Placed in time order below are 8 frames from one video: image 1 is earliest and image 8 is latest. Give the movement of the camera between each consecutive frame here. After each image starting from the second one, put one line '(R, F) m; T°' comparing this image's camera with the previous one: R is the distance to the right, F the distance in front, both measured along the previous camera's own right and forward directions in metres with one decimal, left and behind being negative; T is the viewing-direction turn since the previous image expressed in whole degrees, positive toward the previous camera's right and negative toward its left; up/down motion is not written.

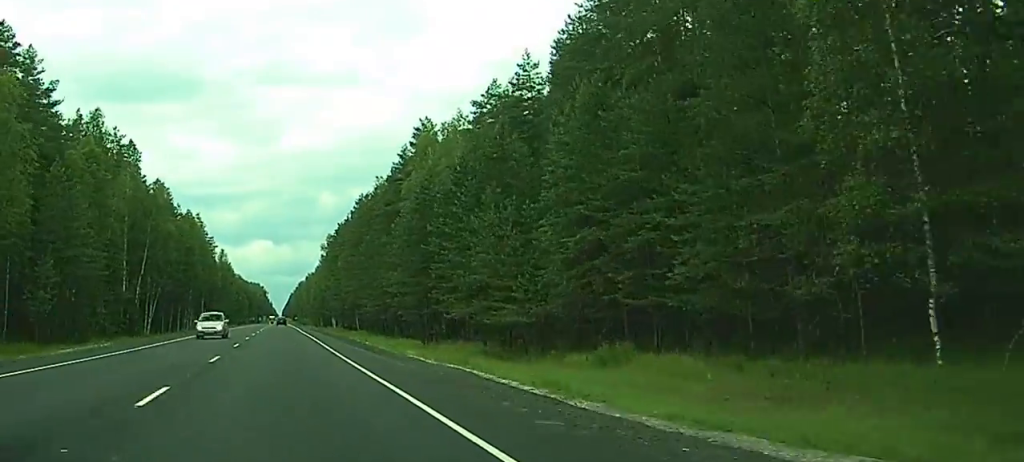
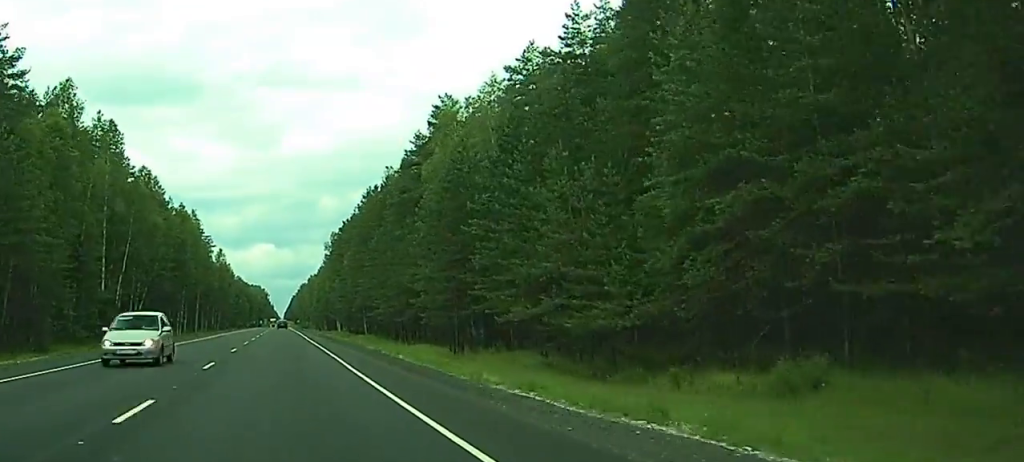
(0.0, +13.3) m; 0°
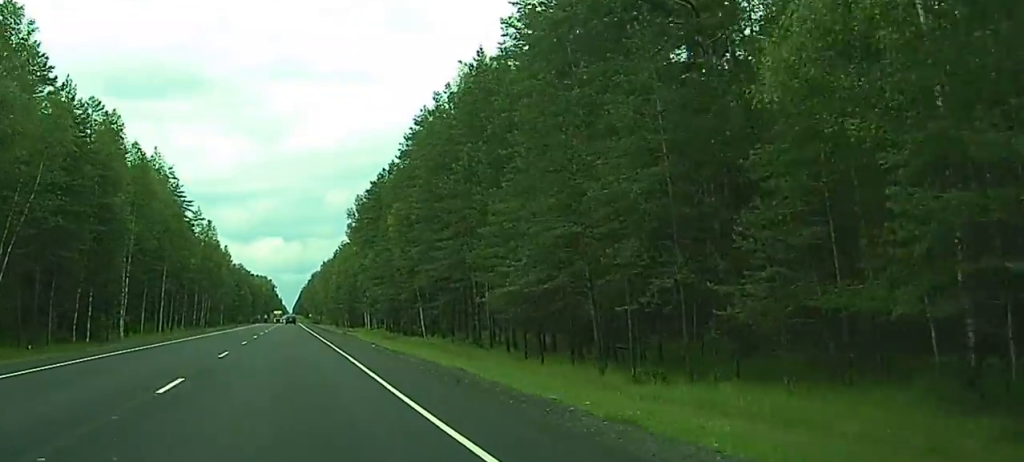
(+0.3, +57.0) m; 0°
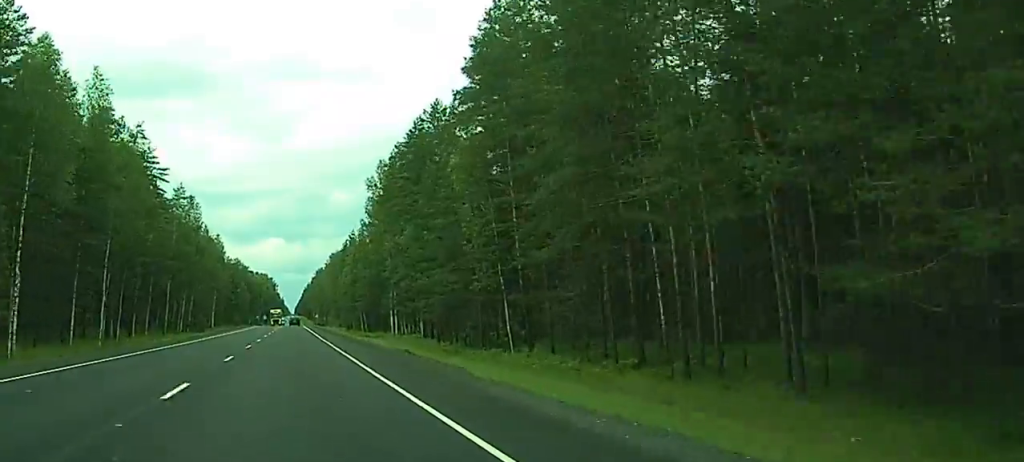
(0.0, +37.0) m; 0°
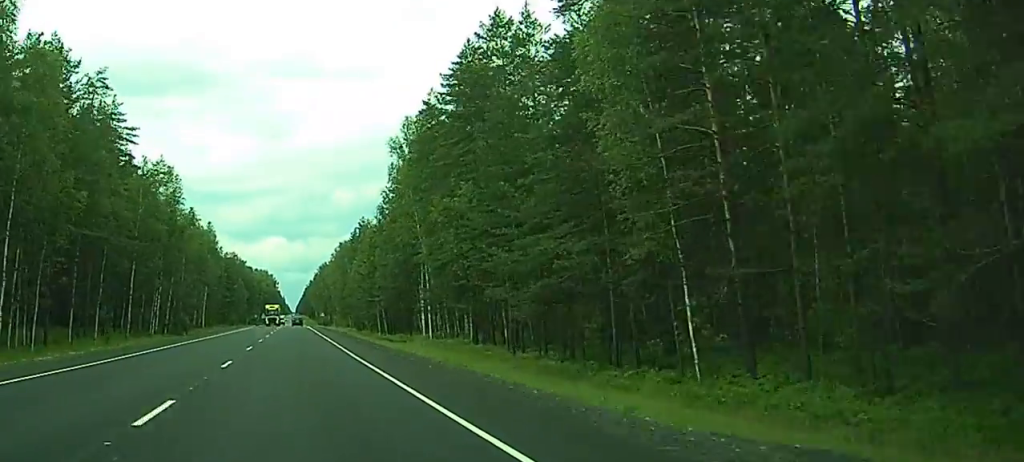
(0.0, +27.4) m; 0°
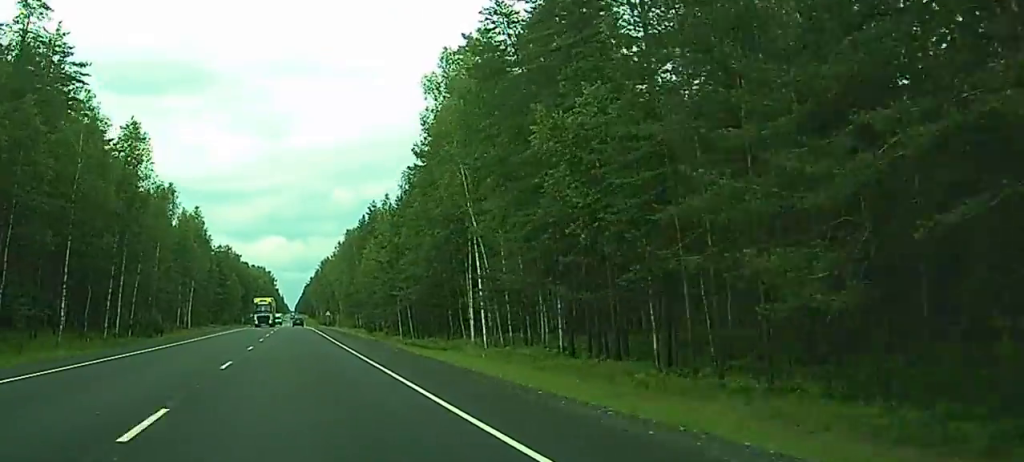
(+0.1, +25.4) m; 0°
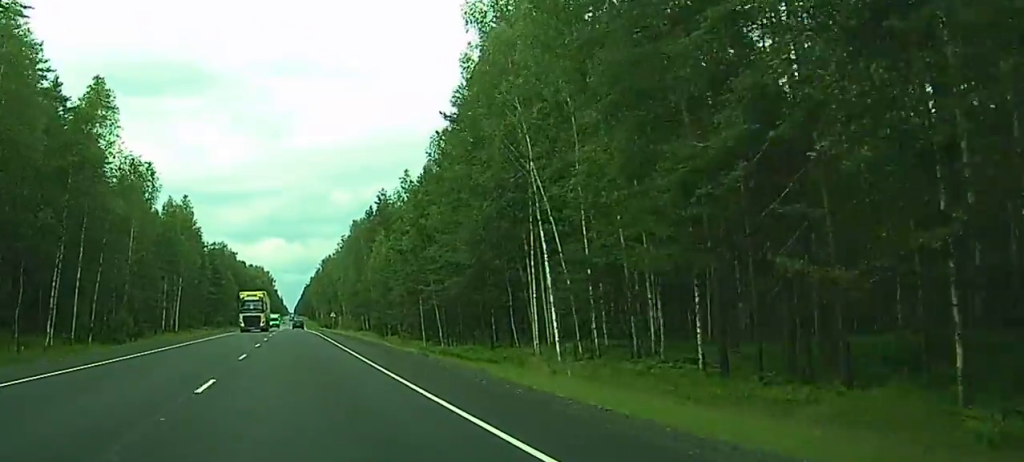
(0.0, +17.9) m; 0°
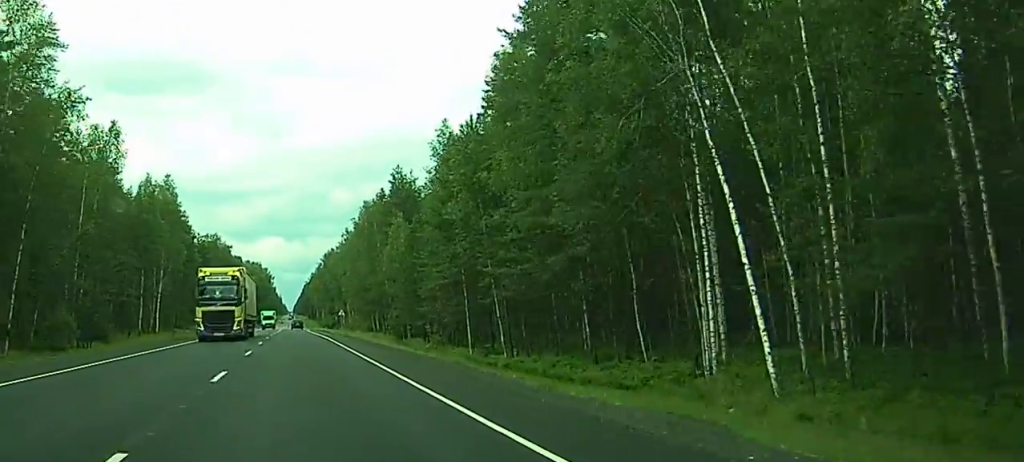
(0.0, +21.7) m; 0°
